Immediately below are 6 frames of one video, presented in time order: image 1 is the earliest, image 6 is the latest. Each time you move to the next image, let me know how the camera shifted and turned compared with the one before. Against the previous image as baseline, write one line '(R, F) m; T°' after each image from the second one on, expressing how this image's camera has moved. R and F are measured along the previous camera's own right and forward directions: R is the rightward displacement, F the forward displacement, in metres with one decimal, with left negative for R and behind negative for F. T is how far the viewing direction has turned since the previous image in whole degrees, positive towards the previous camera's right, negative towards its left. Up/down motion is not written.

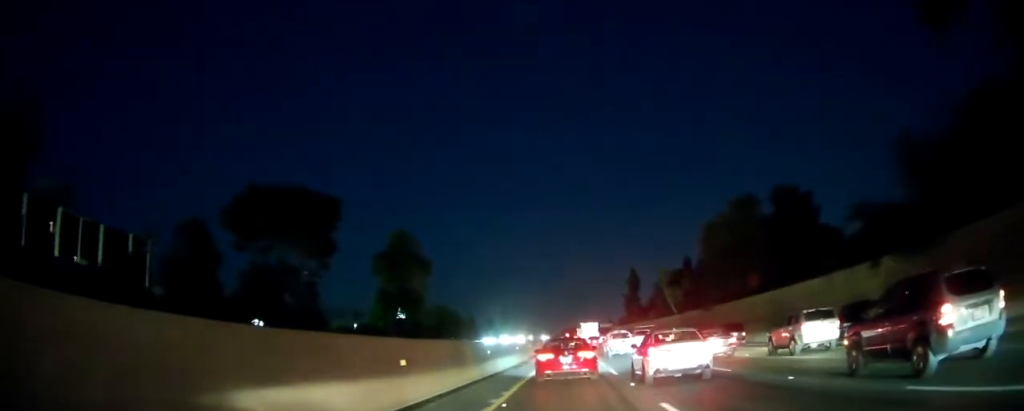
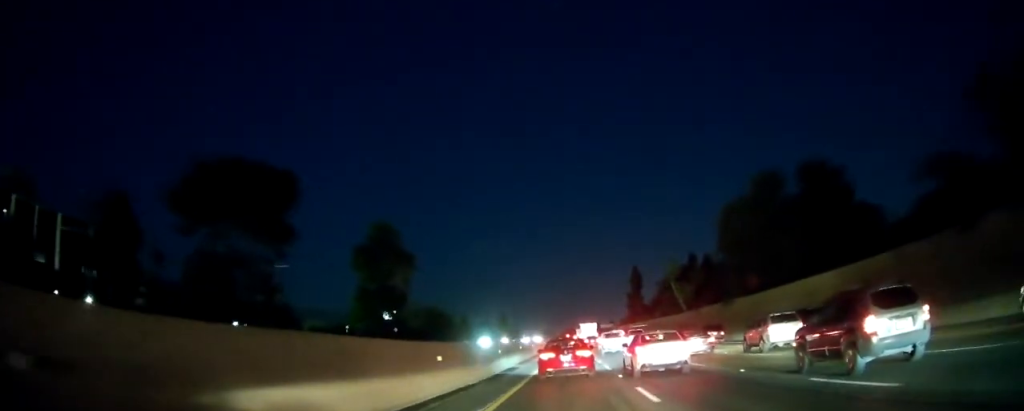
(-0.2, +8.8) m; 0°
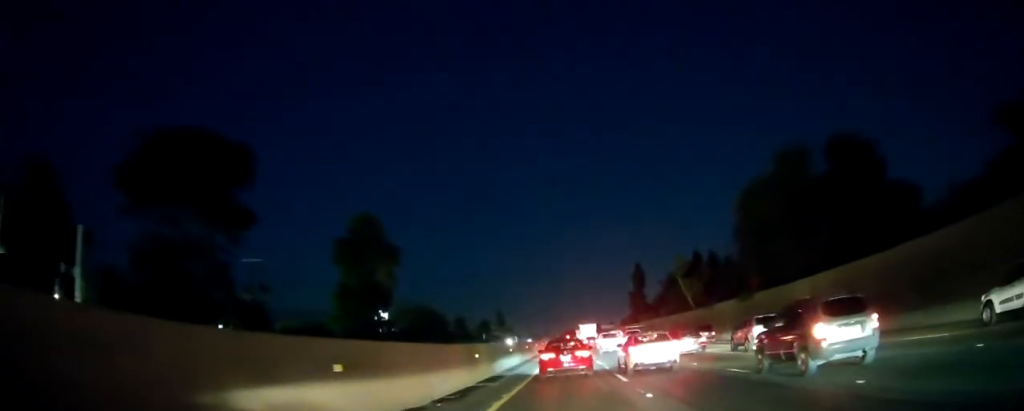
(+0.2, +6.9) m; 0°
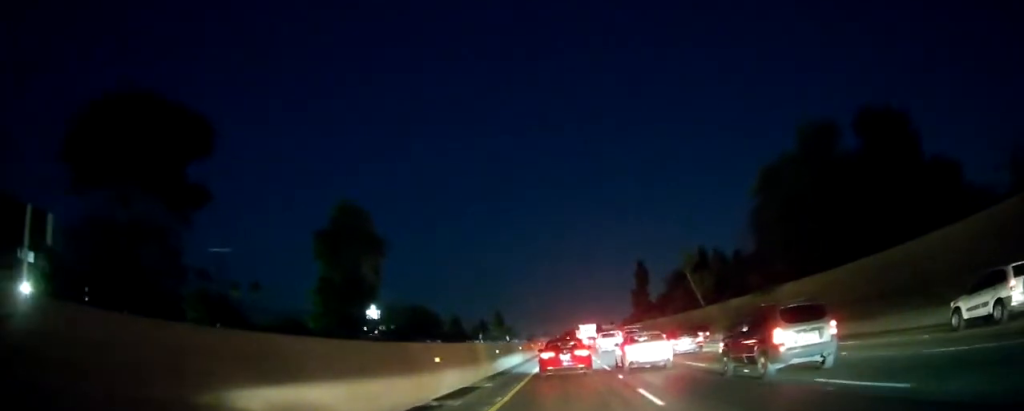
(-0.1, +6.3) m; -1°
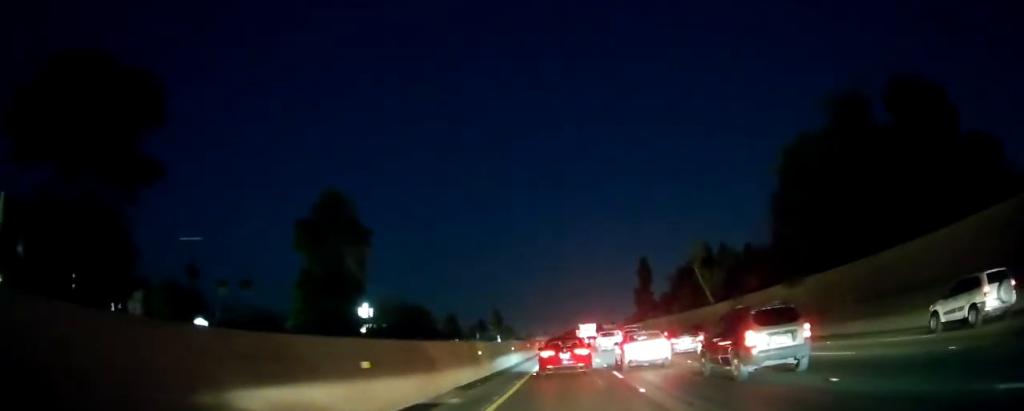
(0.0, +5.6) m; 0°
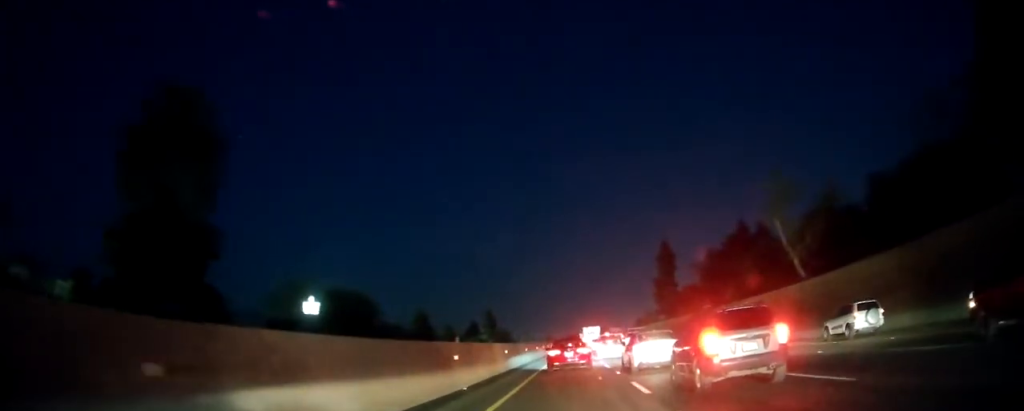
(+0.3, +34.5) m; +1°
